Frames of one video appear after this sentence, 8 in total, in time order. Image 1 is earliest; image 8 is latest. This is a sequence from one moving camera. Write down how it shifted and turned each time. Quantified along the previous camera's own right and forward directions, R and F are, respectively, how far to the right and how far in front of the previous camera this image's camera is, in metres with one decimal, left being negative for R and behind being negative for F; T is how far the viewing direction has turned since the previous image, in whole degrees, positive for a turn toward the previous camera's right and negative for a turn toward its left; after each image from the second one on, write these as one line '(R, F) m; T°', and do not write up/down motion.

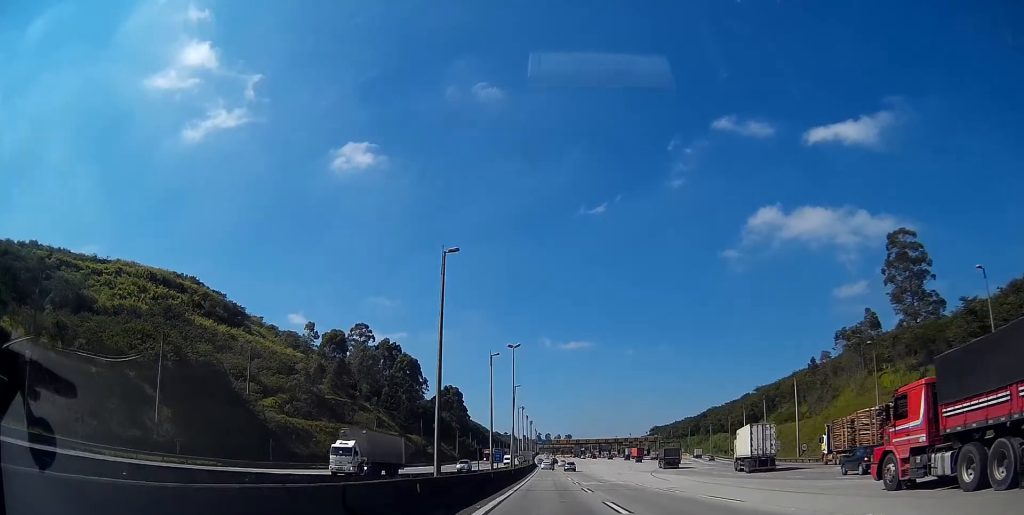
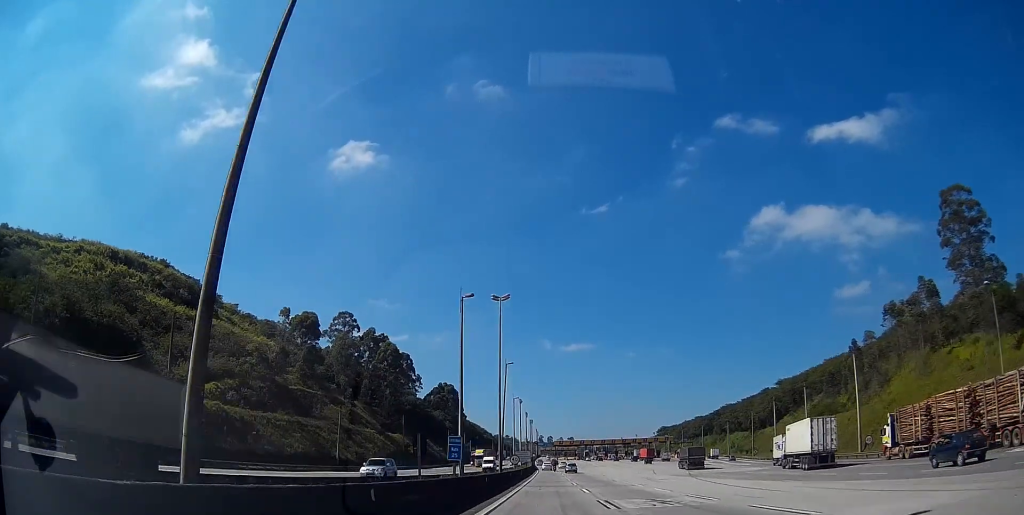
(-0.1, +24.9) m; 0°
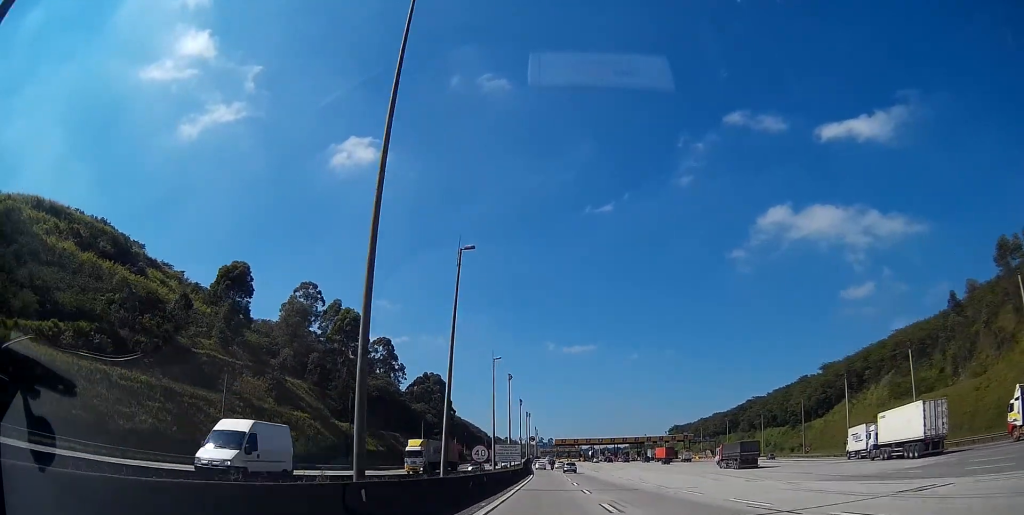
(0.0, +39.3) m; 0°
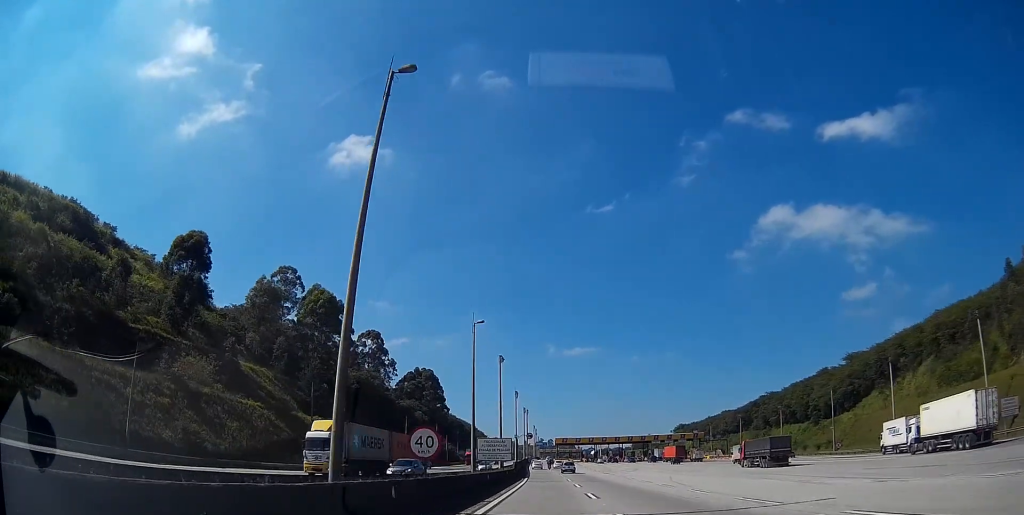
(-0.1, +16.3) m; 0°
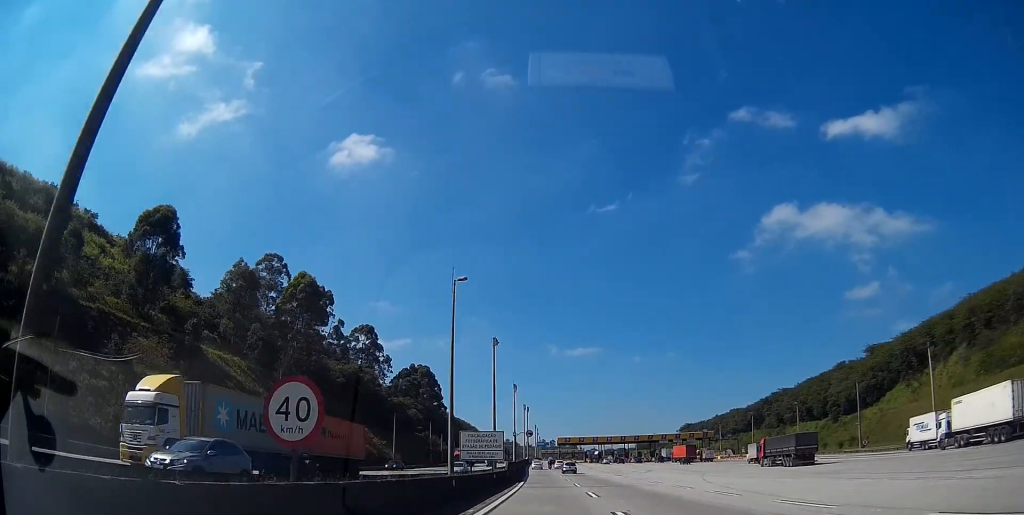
(0.0, +11.0) m; 0°
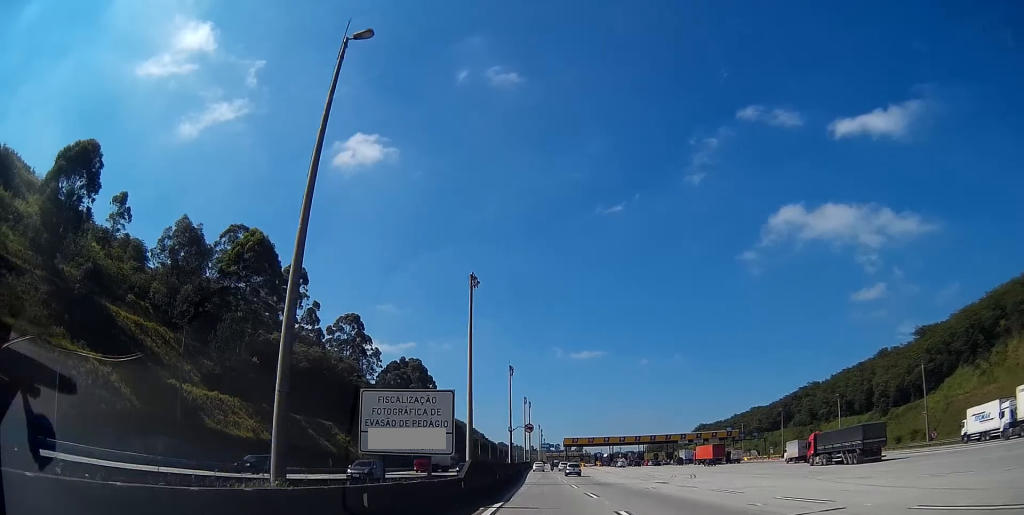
(+0.2, +24.9) m; 0°
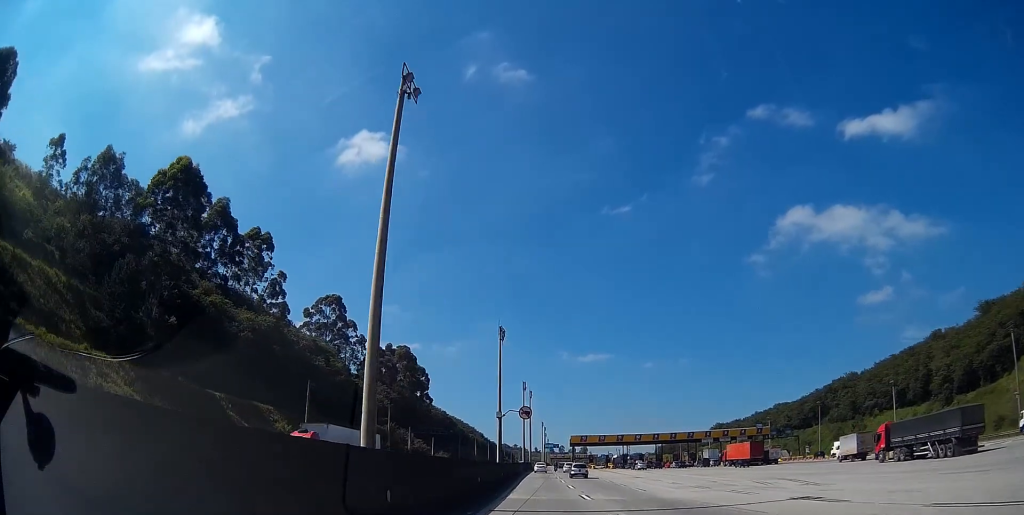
(-0.1, +26.2) m; -1°
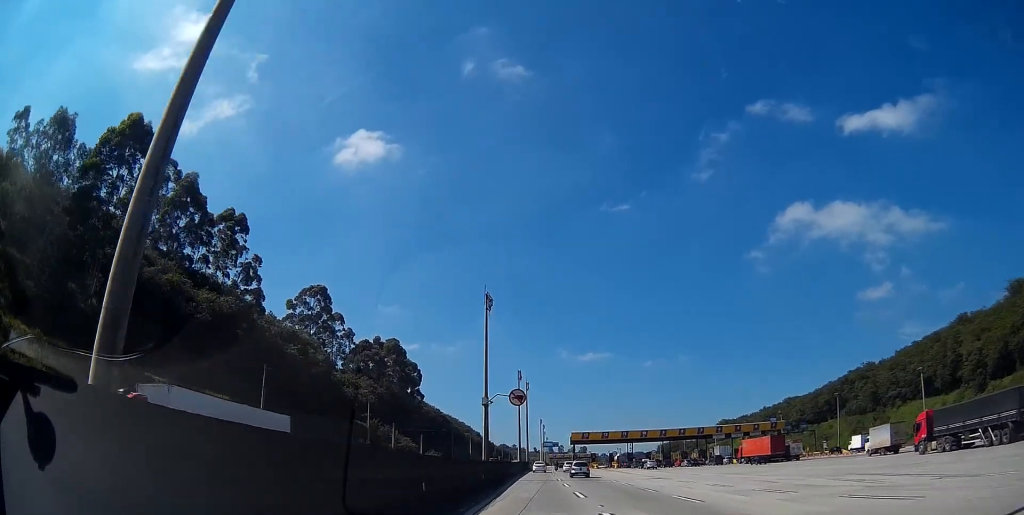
(-0.1, +12.2) m; 0°
